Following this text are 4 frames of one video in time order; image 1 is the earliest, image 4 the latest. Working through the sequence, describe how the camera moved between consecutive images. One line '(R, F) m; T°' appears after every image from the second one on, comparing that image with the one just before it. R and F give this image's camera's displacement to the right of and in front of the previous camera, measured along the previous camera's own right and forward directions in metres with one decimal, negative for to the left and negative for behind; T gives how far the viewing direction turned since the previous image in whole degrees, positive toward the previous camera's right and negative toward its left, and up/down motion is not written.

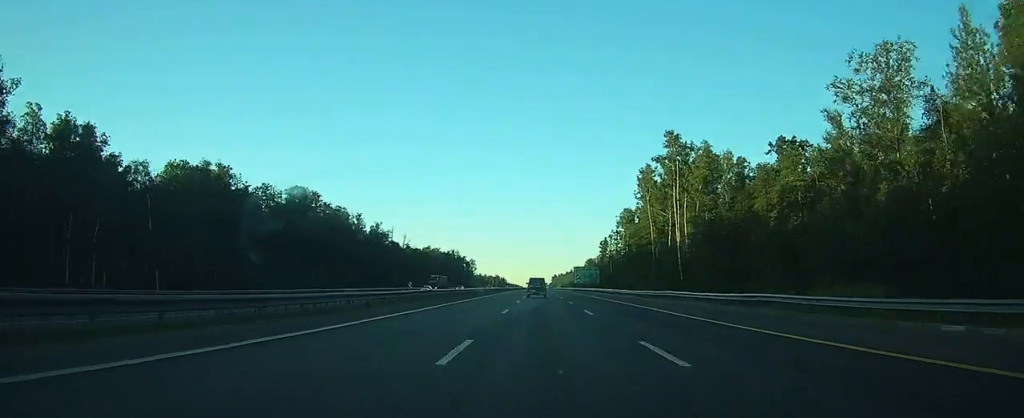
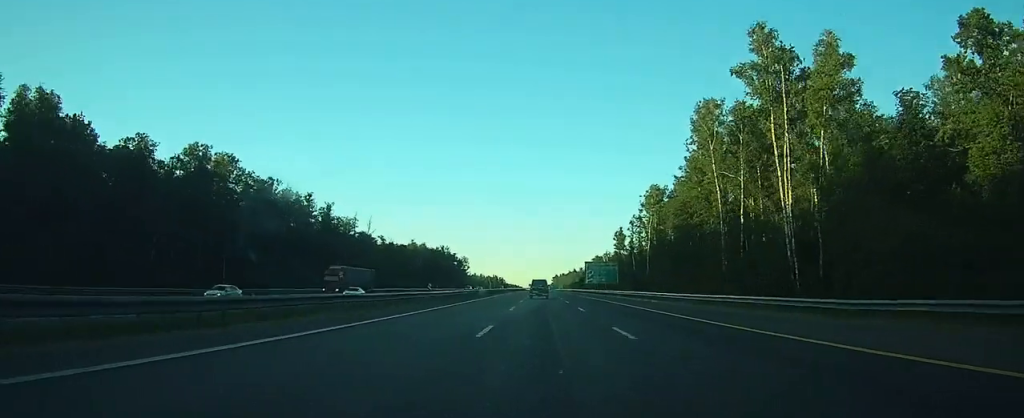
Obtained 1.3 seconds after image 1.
(0.0, +42.6) m; 0°
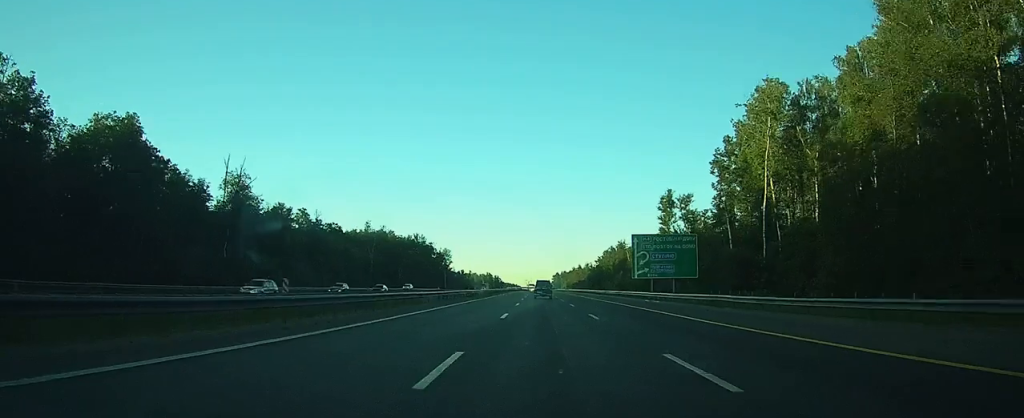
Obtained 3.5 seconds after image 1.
(0.0, +71.0) m; 0°
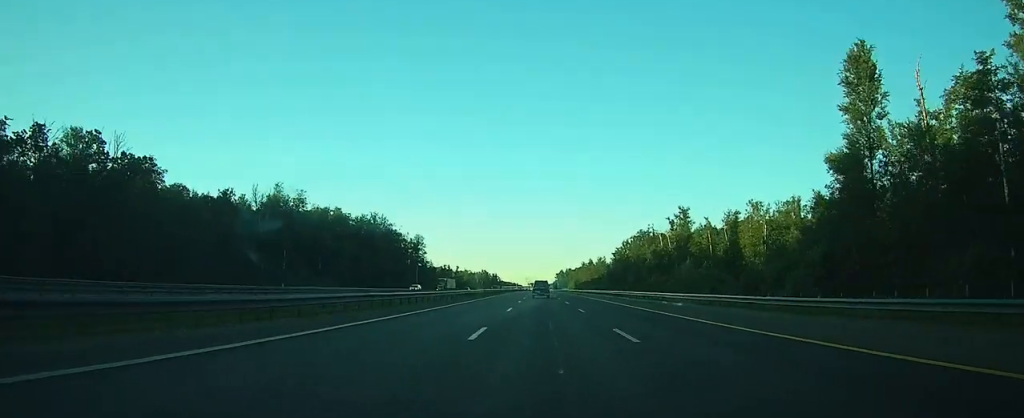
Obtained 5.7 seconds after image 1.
(+0.3, +73.0) m; 0°
